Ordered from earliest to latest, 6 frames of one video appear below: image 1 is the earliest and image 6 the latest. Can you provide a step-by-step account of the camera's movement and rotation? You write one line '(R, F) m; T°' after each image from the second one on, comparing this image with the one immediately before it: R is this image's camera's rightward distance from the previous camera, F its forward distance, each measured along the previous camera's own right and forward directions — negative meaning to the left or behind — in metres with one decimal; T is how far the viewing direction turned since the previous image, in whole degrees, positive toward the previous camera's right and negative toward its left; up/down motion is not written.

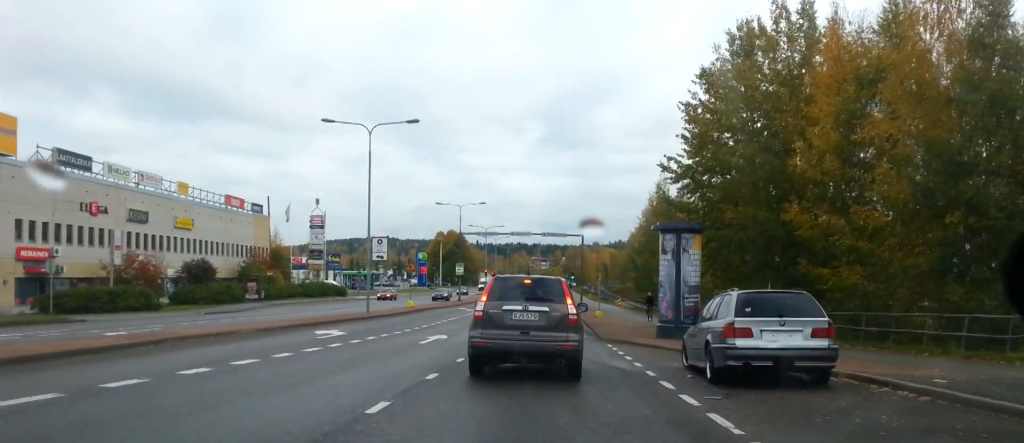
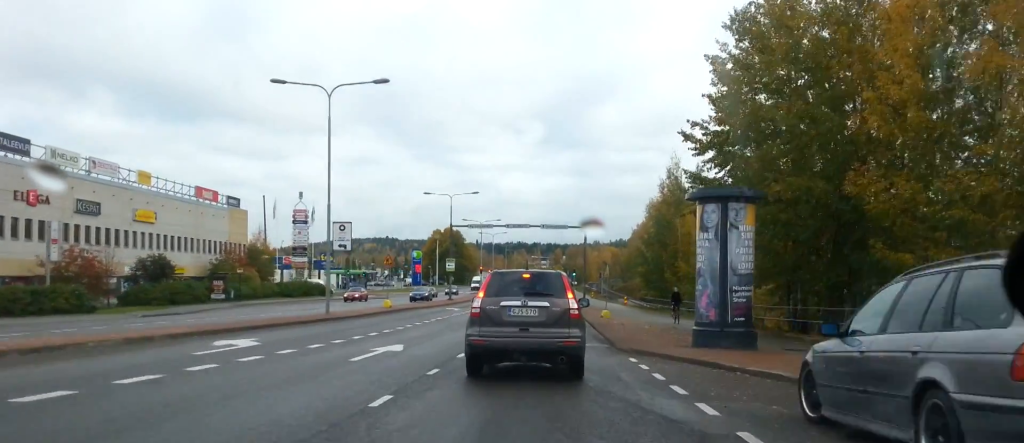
(+0.1, +8.3) m; 0°
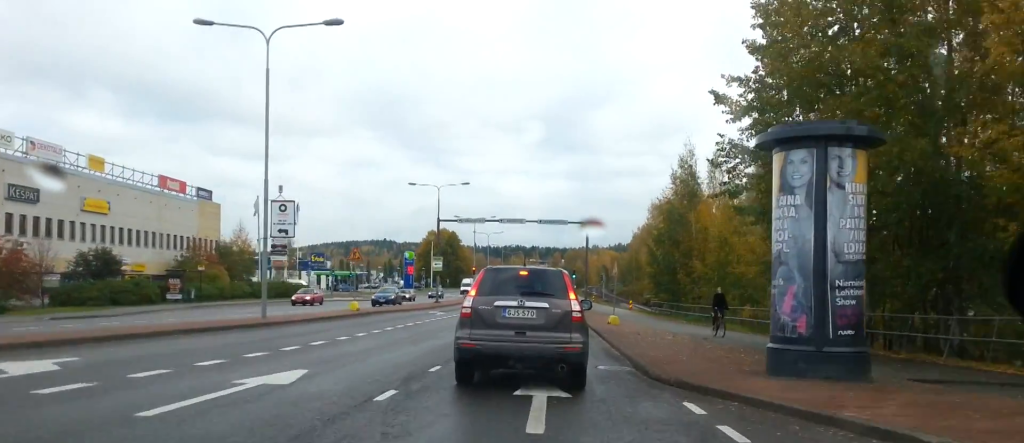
(0.0, +8.2) m; 0°
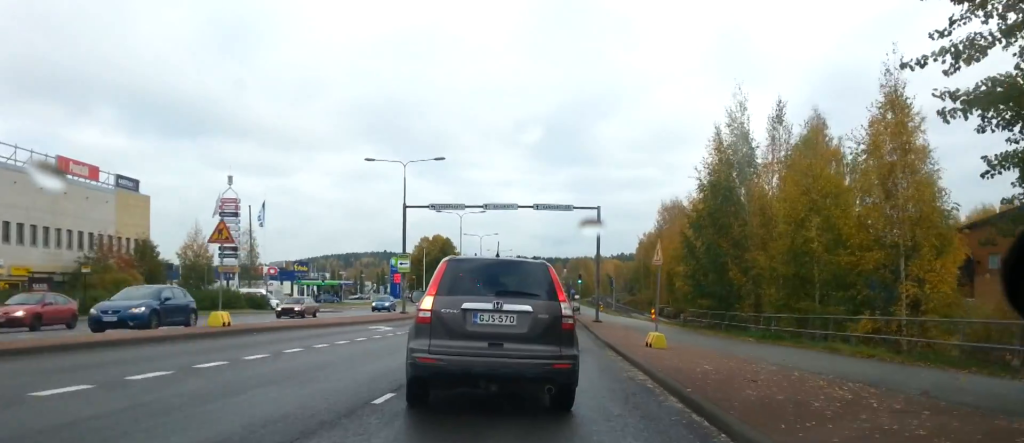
(+0.1, +18.6) m; +1°
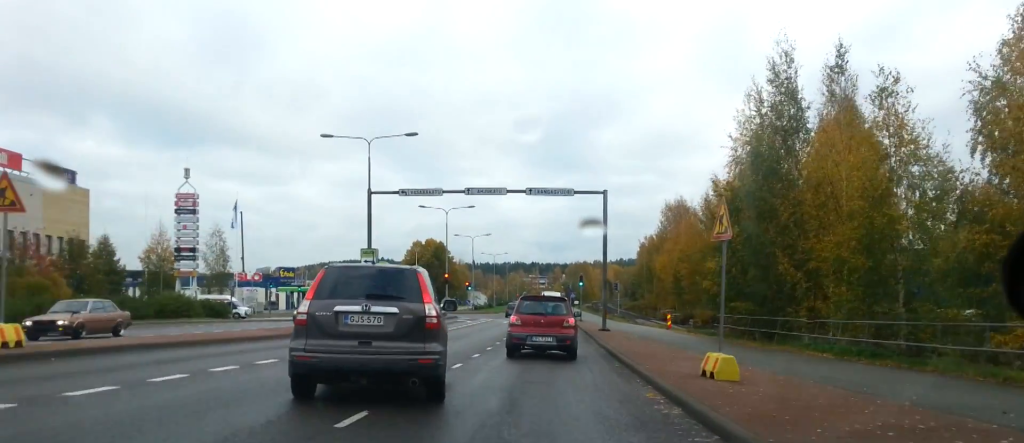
(0.0, +11.3) m; 0°
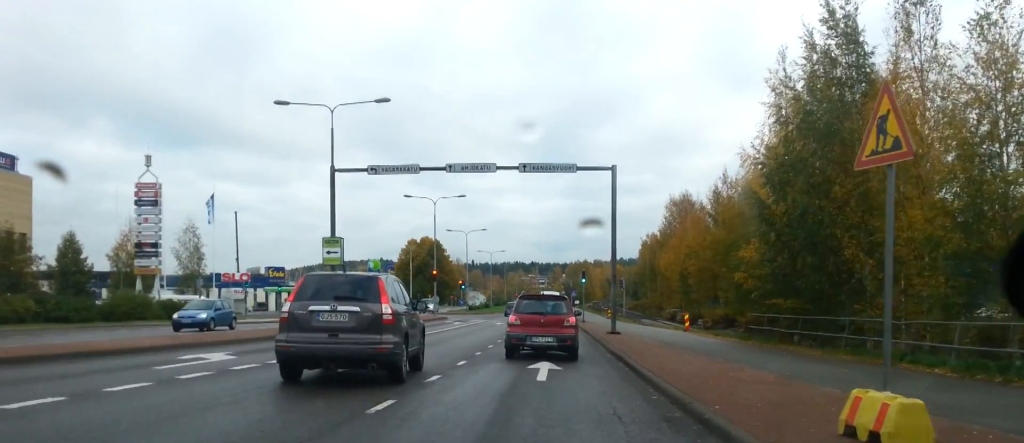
(0.0, +7.5) m; -1°
